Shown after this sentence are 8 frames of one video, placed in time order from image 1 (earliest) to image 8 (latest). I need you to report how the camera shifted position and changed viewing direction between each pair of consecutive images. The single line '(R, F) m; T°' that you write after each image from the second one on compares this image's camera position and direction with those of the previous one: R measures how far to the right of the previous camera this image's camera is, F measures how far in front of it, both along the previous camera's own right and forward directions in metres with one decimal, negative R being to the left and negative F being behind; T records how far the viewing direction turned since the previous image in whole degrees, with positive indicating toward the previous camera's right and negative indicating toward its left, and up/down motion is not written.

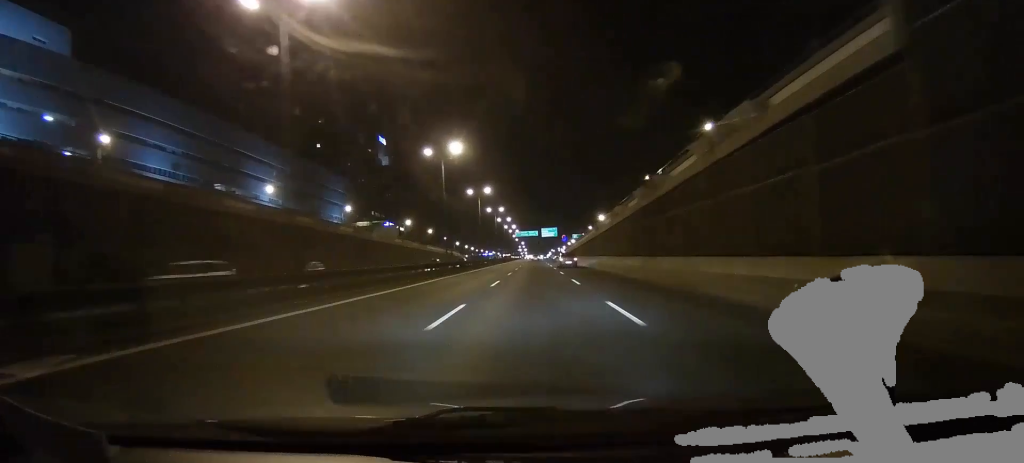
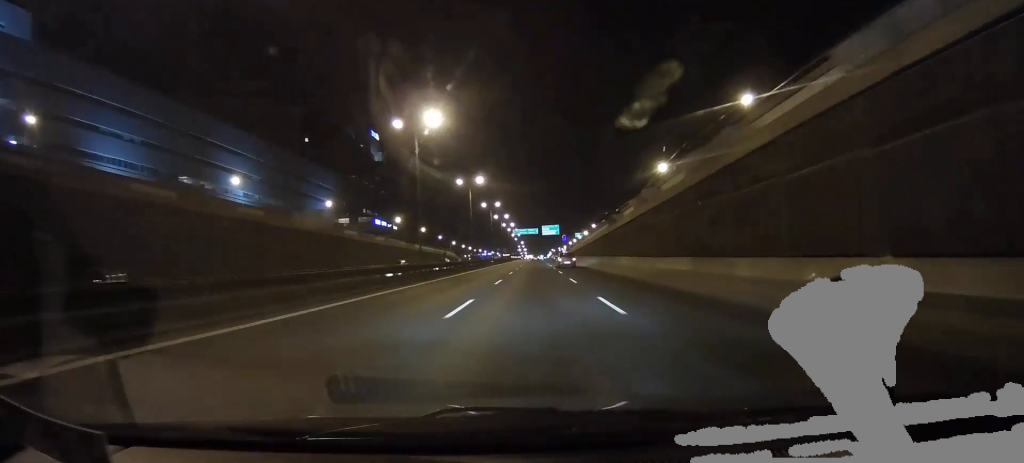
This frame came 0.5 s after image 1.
(0.0, +10.3) m; 0°
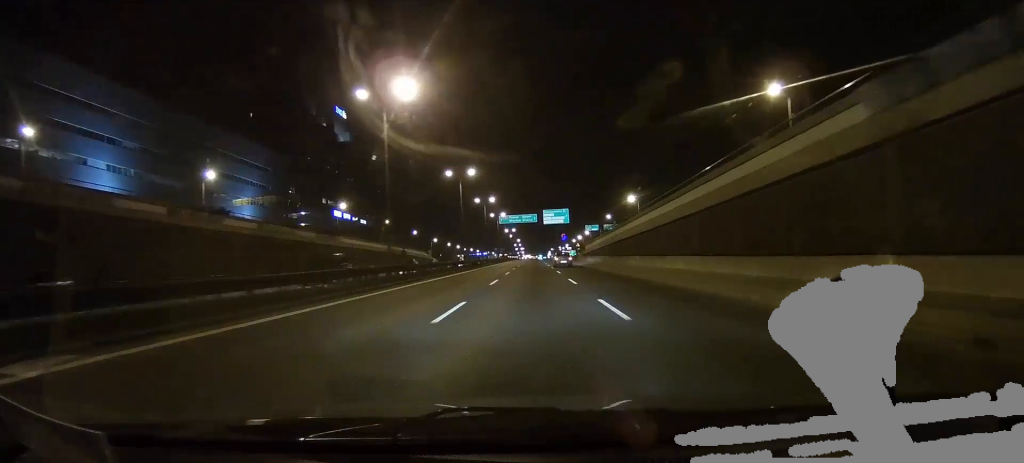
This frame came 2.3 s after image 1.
(+0.5, +36.7) m; +3°
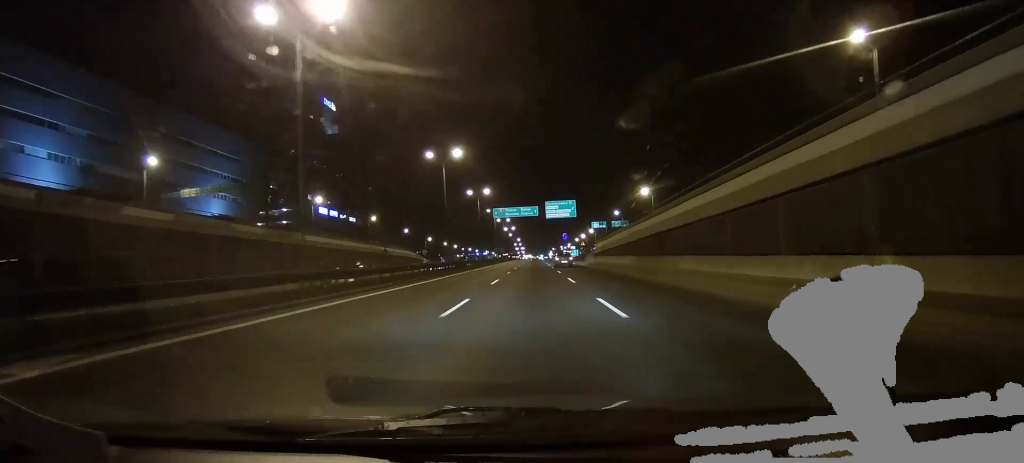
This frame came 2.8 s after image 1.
(+0.3, +11.2) m; +1°
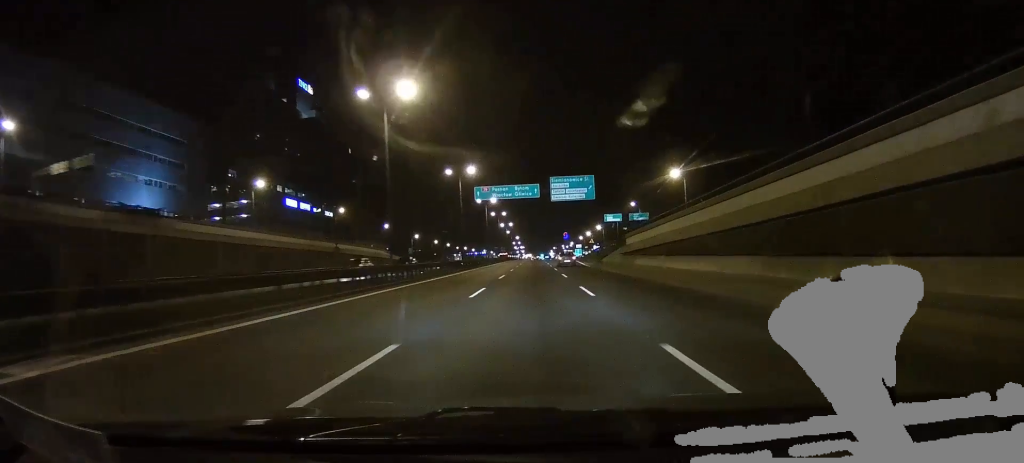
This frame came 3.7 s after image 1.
(+0.1, +19.0) m; 0°
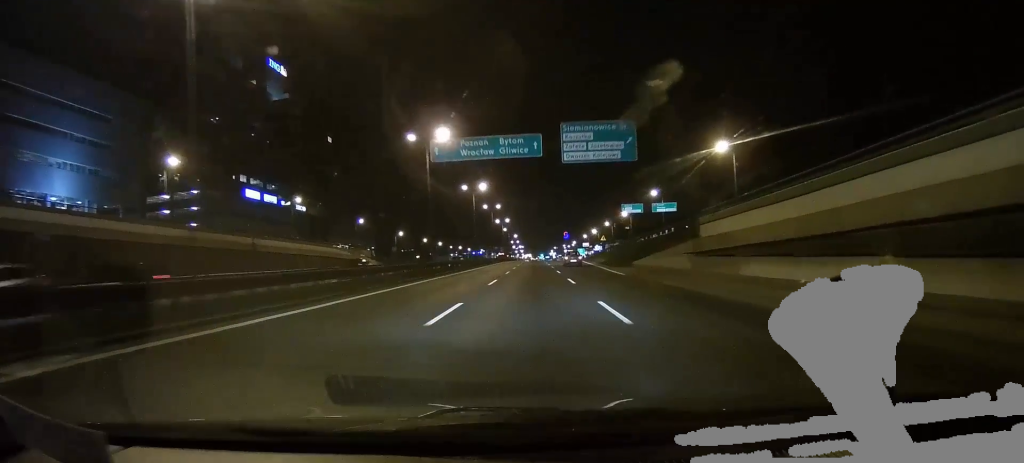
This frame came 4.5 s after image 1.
(0.0, +17.6) m; 0°
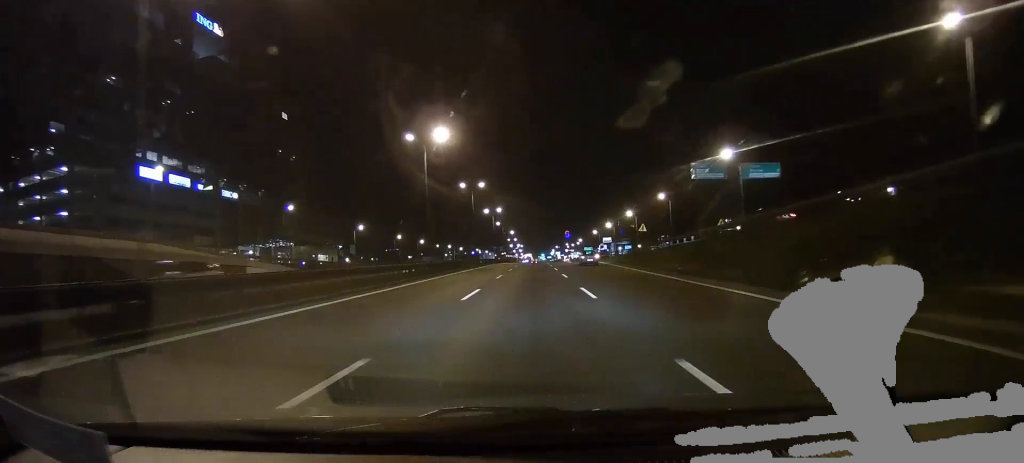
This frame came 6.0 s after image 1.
(-0.1, +31.0) m; -2°
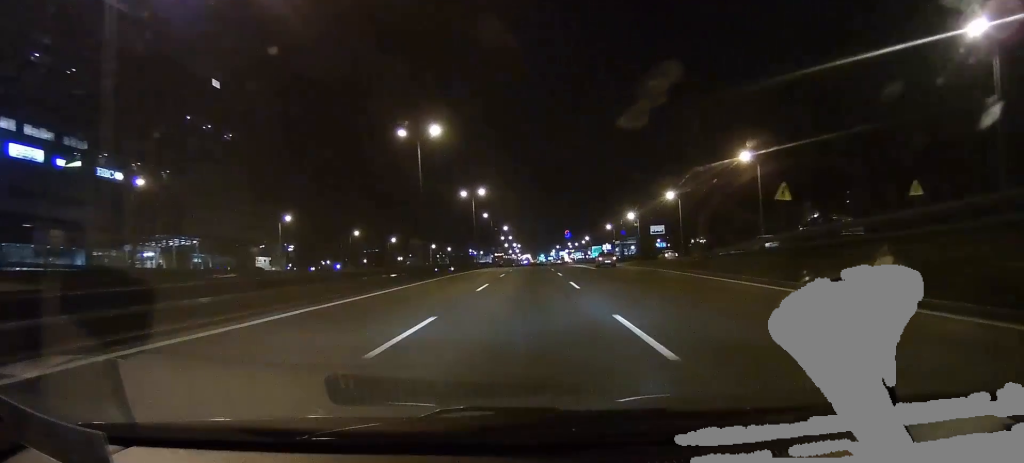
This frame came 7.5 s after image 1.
(+0.4, +31.1) m; +2°
